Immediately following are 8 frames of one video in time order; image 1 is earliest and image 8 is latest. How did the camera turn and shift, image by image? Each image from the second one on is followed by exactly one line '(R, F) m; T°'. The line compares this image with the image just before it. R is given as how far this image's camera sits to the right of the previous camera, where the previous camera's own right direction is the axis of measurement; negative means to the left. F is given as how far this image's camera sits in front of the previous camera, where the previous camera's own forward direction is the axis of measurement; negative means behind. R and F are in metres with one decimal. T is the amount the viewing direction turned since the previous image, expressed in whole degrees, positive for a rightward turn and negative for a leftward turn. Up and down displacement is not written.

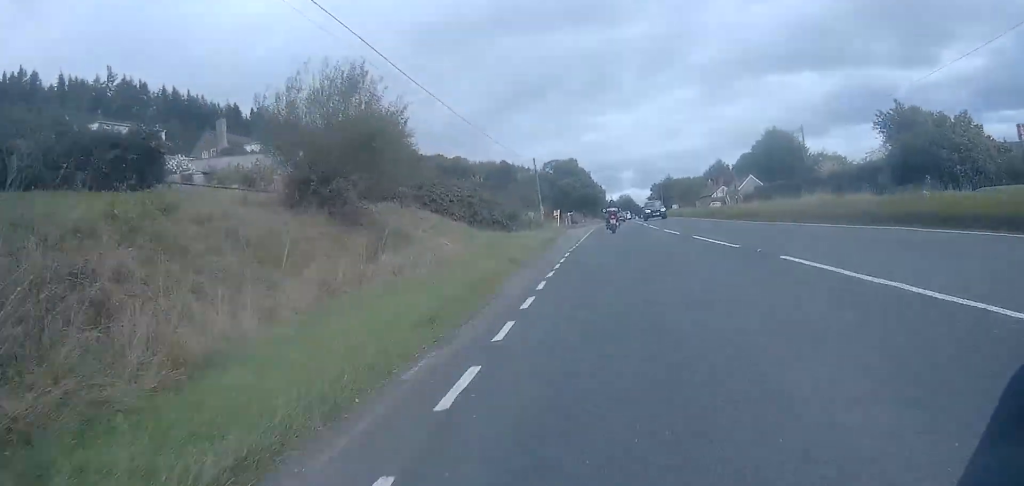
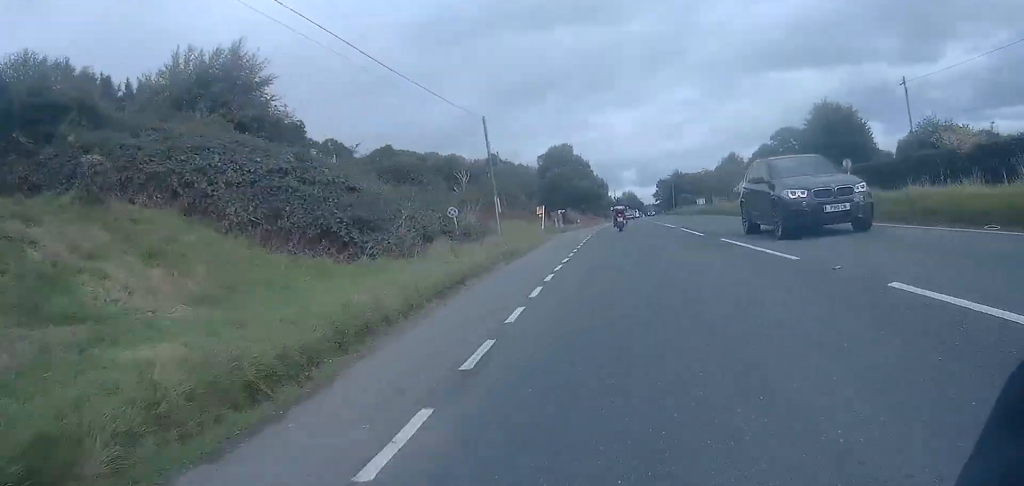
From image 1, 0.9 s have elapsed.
(0.0, +21.4) m; +1°
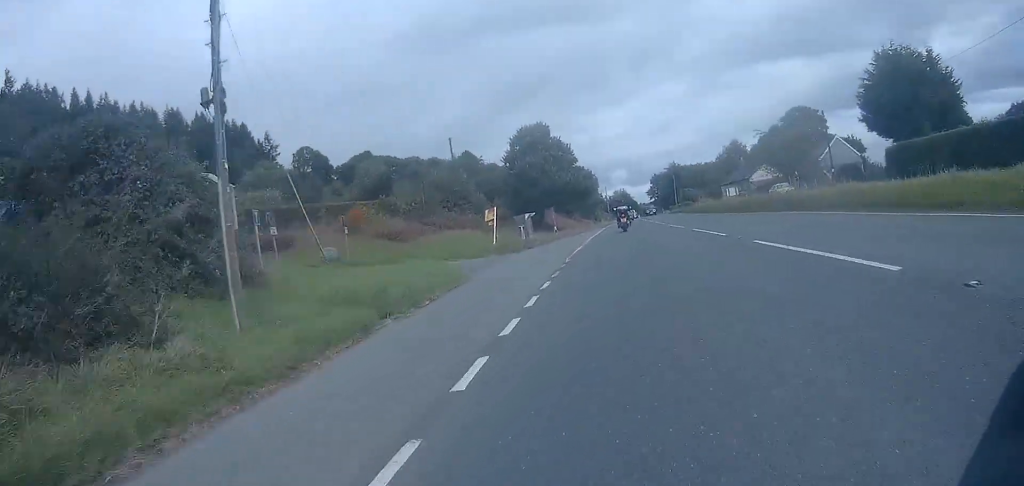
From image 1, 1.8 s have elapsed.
(+0.2, +20.6) m; +1°
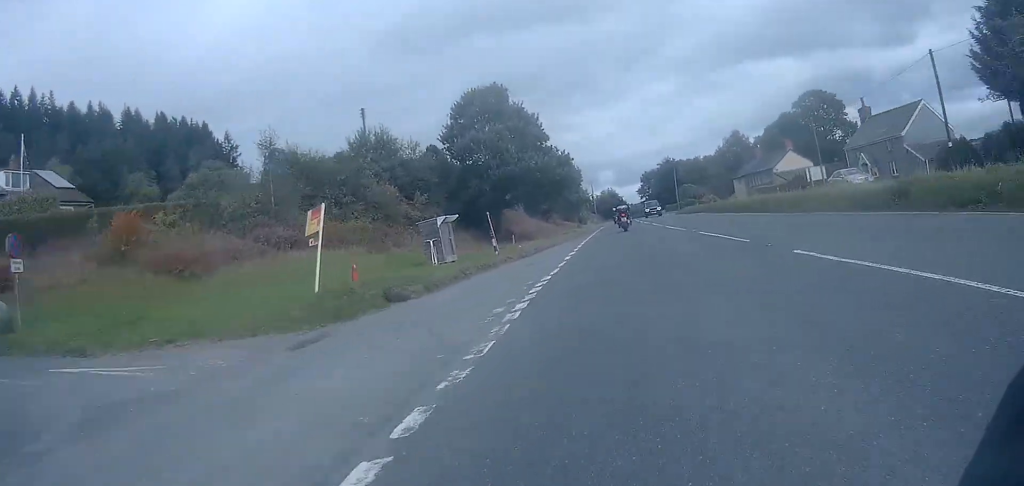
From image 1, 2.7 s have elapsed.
(+0.1, +20.4) m; +1°
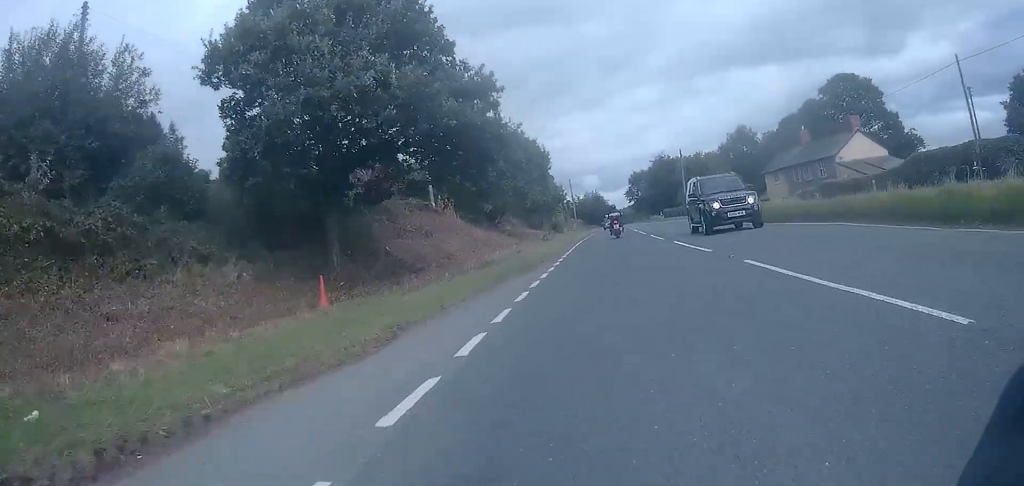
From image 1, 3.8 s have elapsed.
(+0.2, +24.9) m; +1°
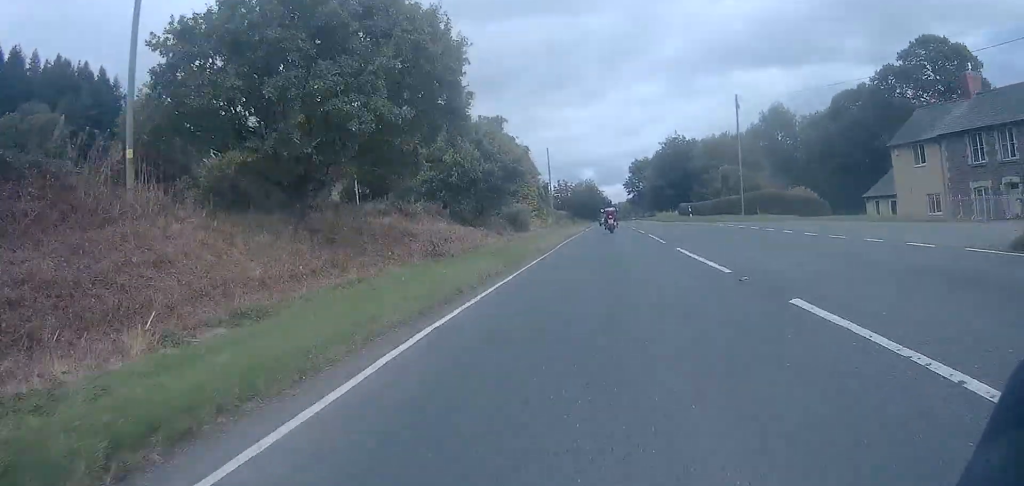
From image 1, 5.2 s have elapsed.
(+0.2, +30.5) m; +1°
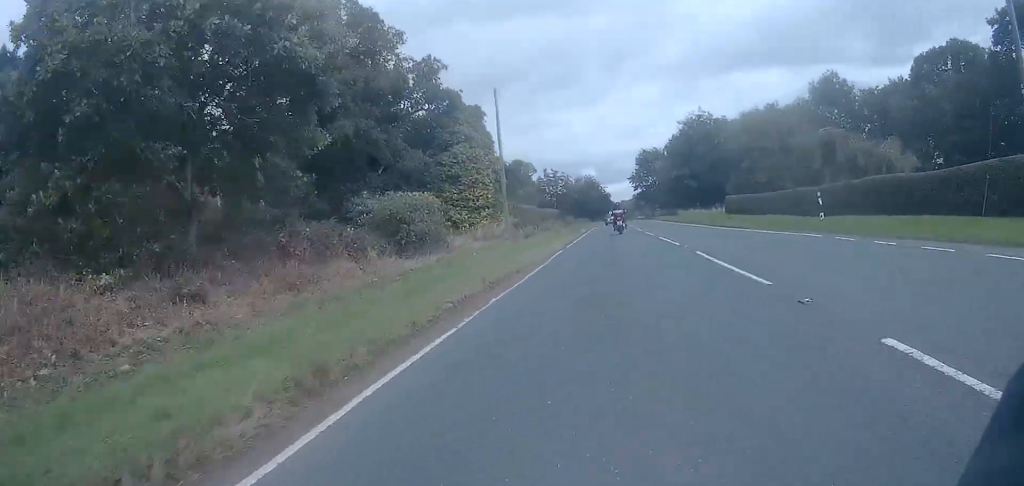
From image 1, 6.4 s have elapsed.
(+0.1, +28.3) m; 0°
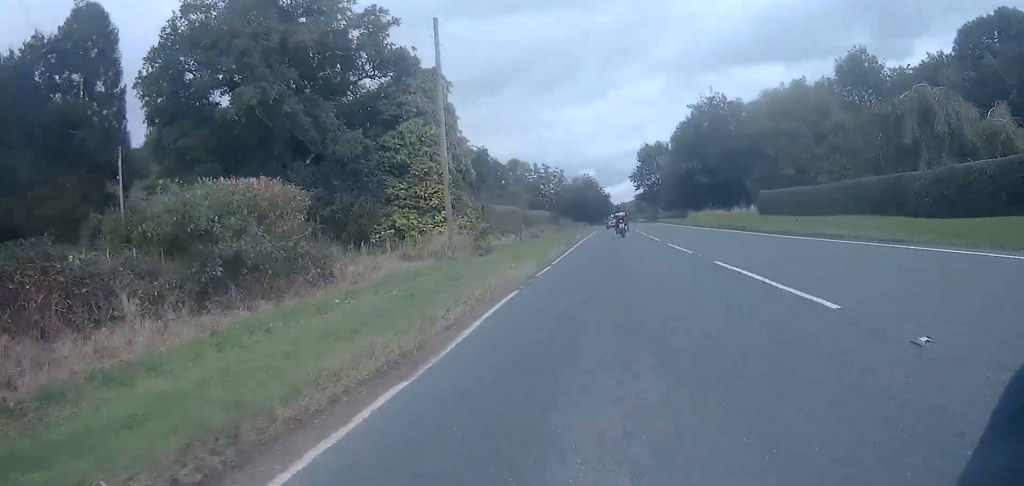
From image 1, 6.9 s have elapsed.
(0.0, +10.8) m; 0°
